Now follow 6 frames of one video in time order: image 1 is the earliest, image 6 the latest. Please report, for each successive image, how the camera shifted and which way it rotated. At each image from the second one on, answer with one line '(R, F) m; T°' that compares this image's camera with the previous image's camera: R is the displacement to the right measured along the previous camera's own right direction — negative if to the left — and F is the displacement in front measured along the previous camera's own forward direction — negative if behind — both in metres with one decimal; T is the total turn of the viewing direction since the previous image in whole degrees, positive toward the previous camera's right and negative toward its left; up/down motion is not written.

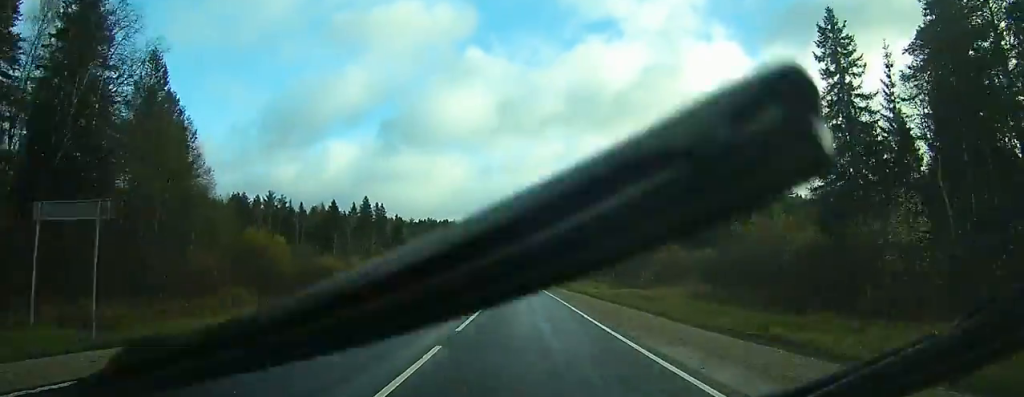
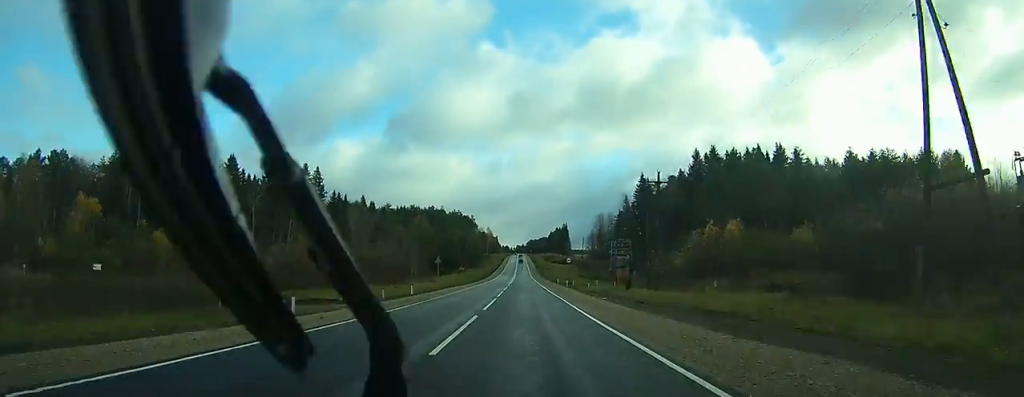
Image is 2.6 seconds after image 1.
(-0.4, +63.4) m; -1°
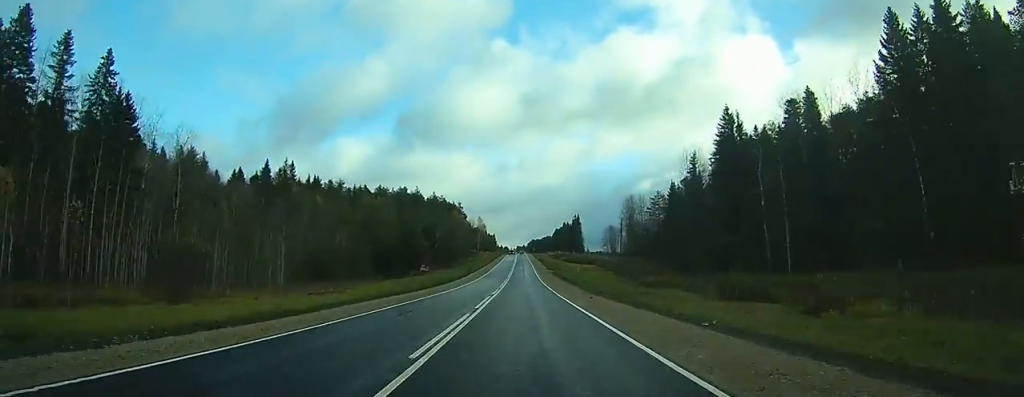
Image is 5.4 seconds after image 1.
(-0.3, +71.6) m; 0°
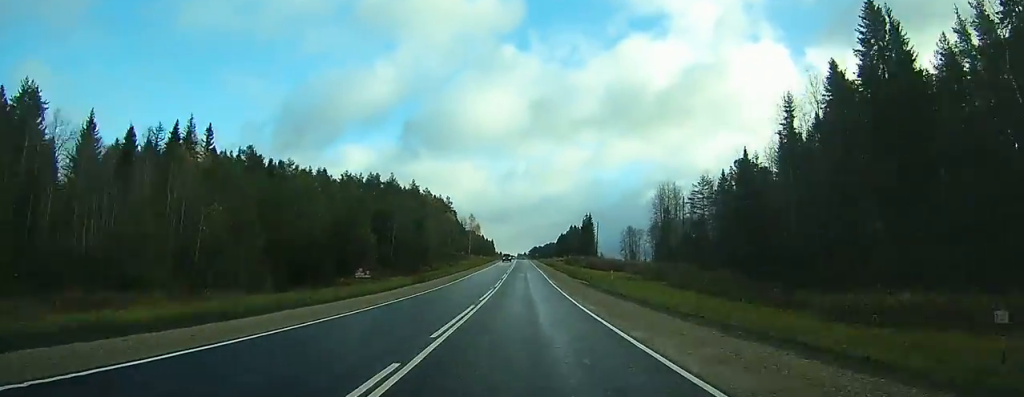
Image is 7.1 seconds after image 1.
(-0.1, +45.5) m; 0°
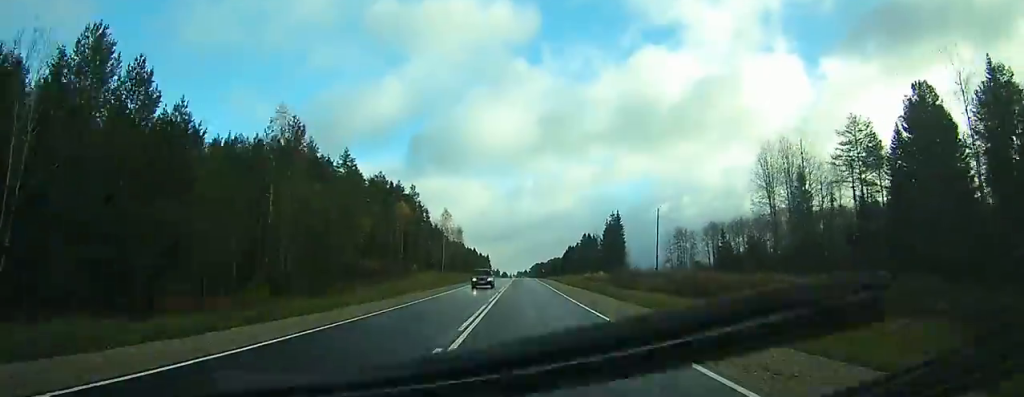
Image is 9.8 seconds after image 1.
(0.0, +70.3) m; 0°
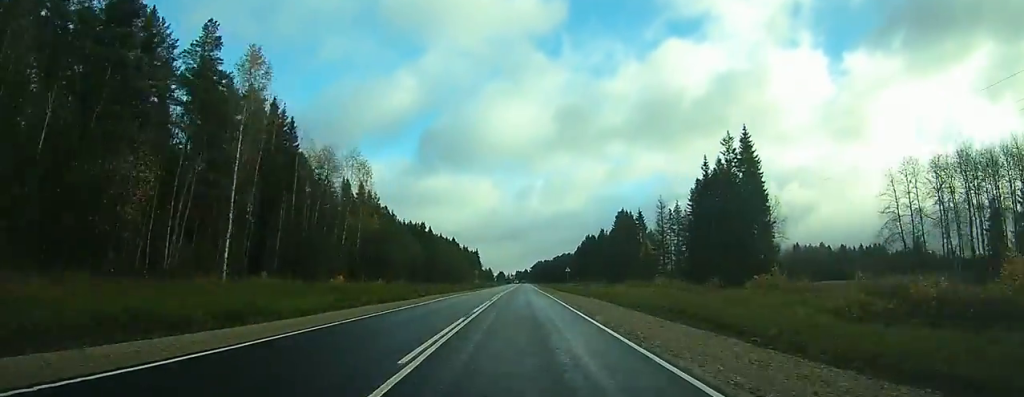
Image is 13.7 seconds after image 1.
(+0.5, +102.3) m; +1°
